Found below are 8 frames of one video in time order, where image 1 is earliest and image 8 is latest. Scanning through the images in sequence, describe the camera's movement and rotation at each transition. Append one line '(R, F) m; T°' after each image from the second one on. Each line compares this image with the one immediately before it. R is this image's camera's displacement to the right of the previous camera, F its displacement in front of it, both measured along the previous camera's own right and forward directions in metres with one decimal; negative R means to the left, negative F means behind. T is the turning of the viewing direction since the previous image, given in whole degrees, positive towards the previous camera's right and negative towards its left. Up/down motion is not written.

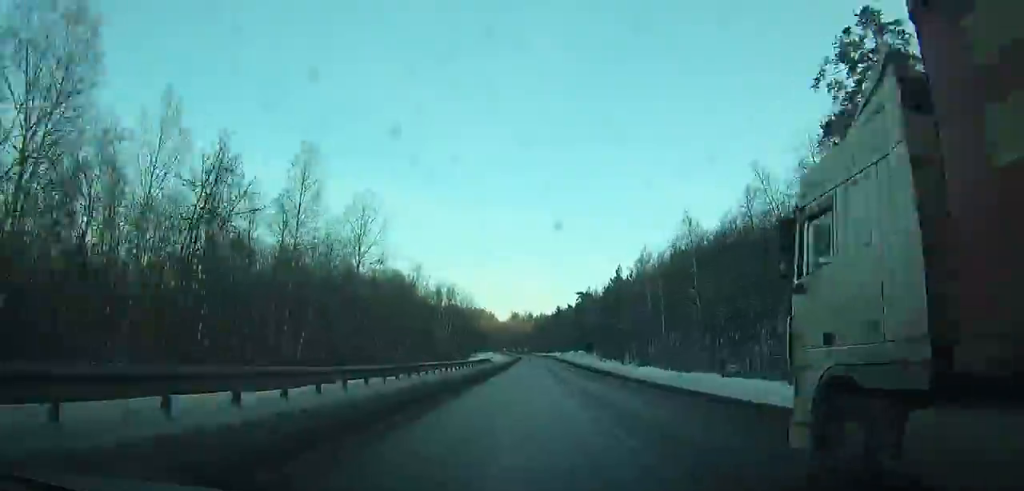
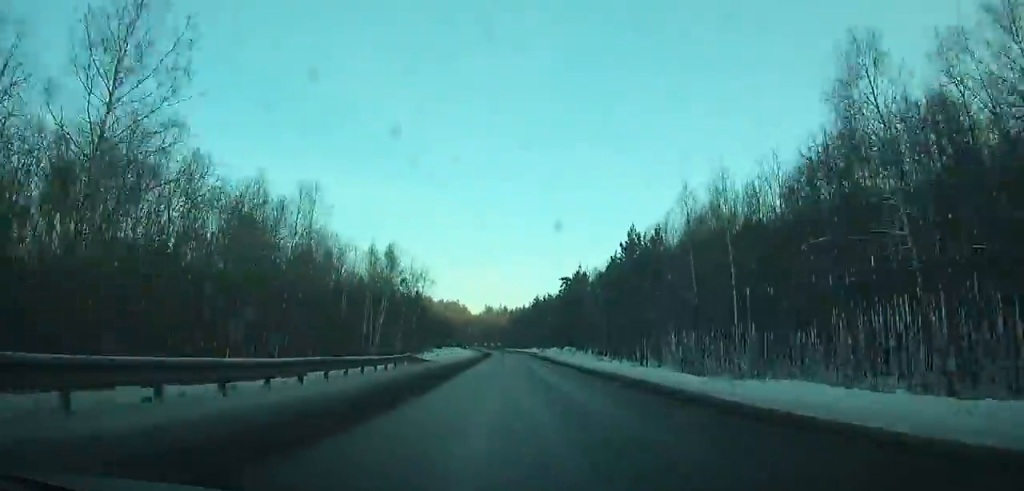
(+2.8, +33.2) m; +2°
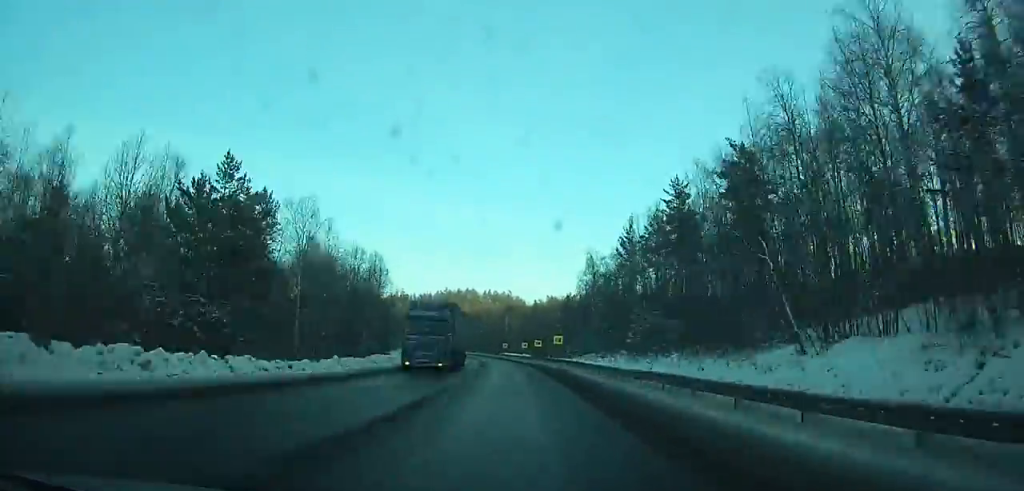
(-8.1, +172.6) m; -10°
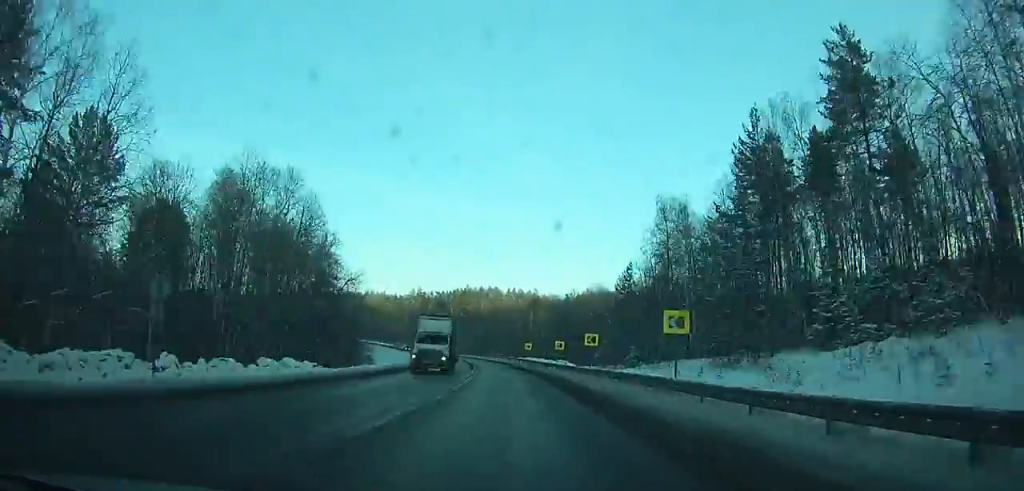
(+1.0, +40.5) m; -6°
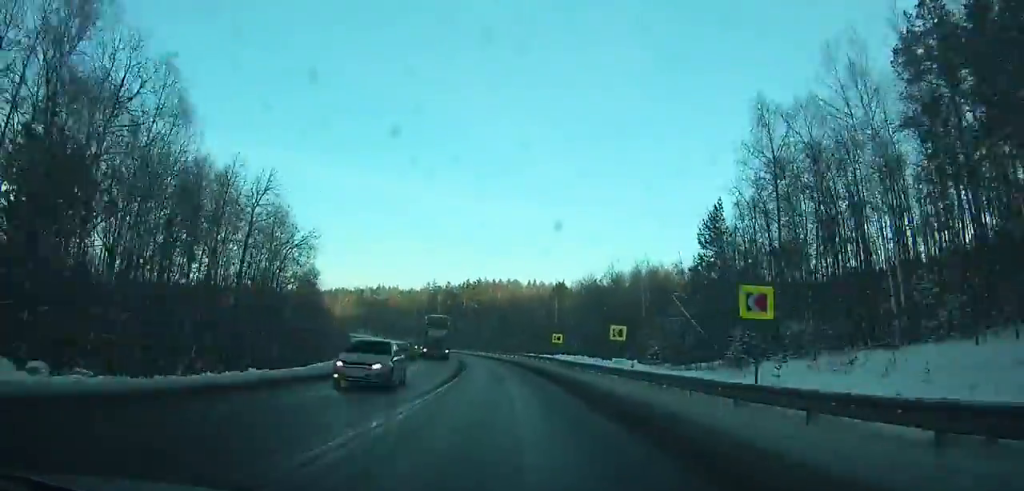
(-3.0, +26.5) m; -1°
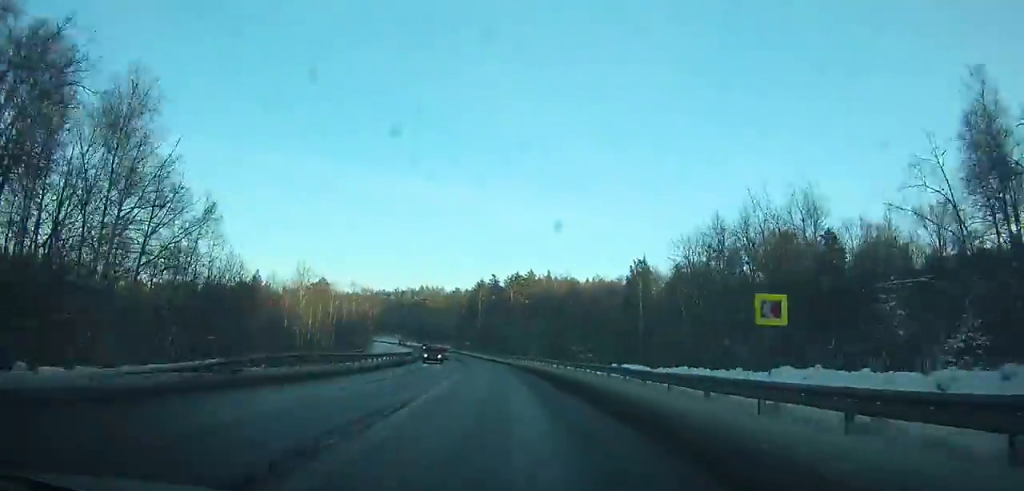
(-4.7, +39.7) m; -1°
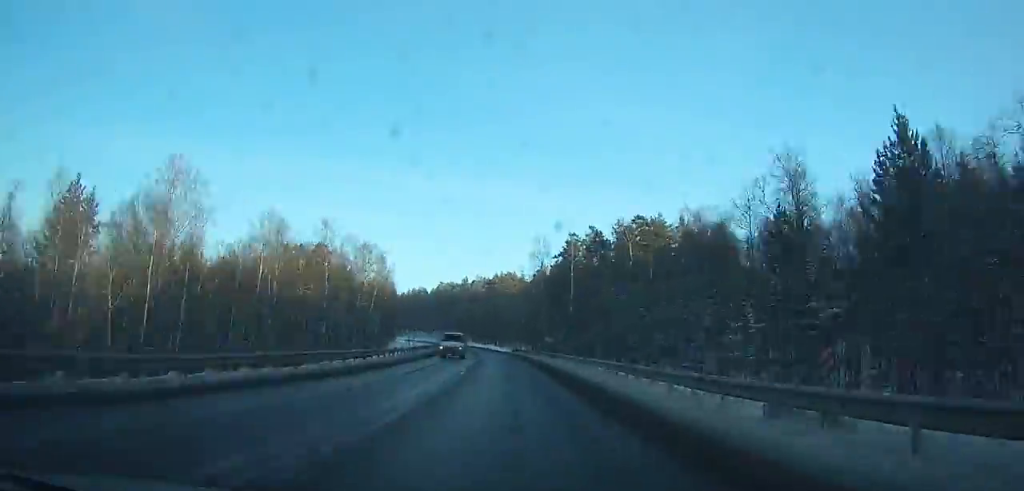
(+4.2, +76.2) m; -6°
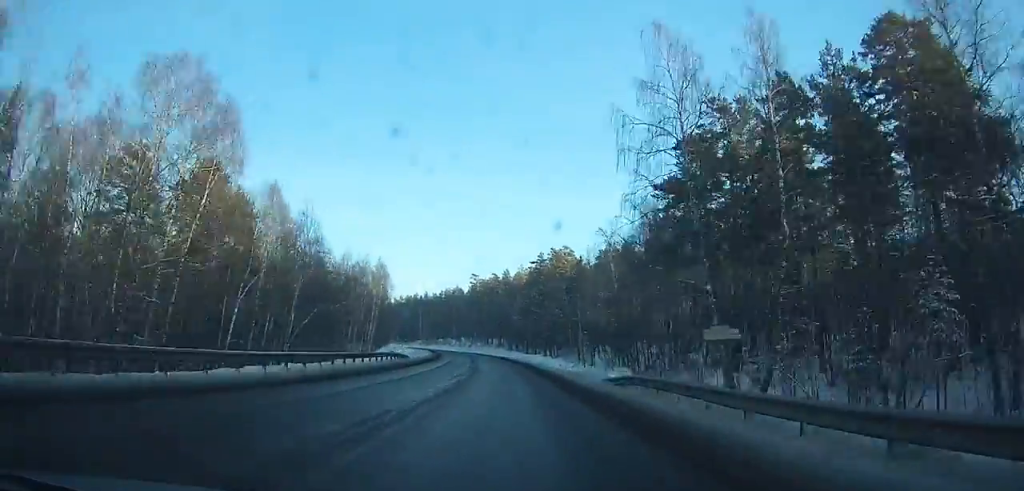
(-10.4, +64.9) m; -11°
